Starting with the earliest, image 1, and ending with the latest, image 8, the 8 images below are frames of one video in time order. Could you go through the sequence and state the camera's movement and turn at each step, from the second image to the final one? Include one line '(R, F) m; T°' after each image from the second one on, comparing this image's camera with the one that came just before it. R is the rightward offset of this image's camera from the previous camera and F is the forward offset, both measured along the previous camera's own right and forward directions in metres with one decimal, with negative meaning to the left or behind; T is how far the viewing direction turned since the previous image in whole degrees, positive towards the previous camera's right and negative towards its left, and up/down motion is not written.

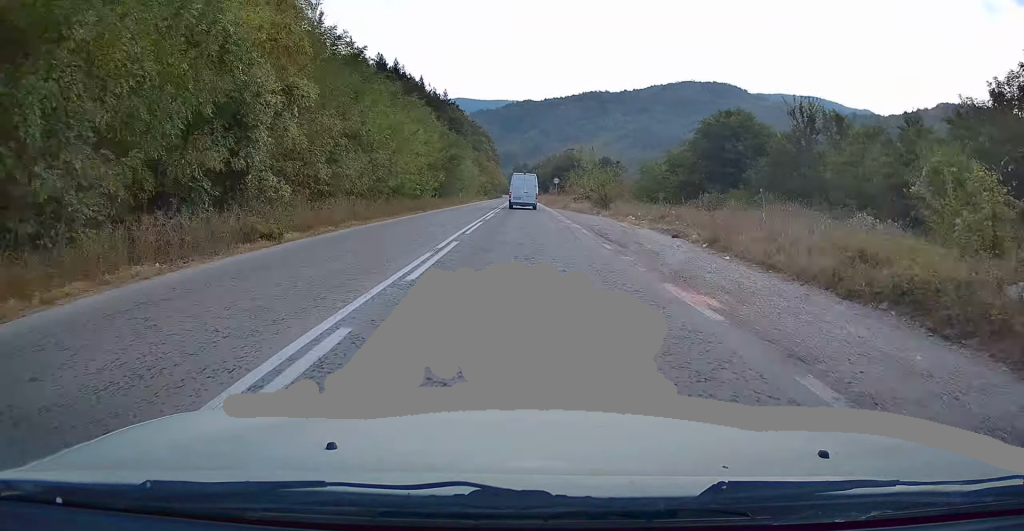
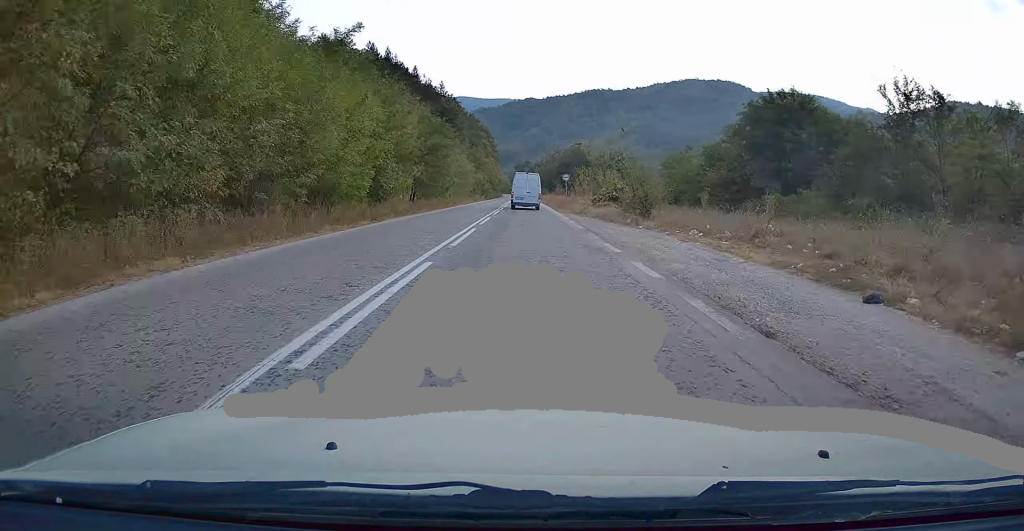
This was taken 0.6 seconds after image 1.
(-0.2, +13.2) m; 0°
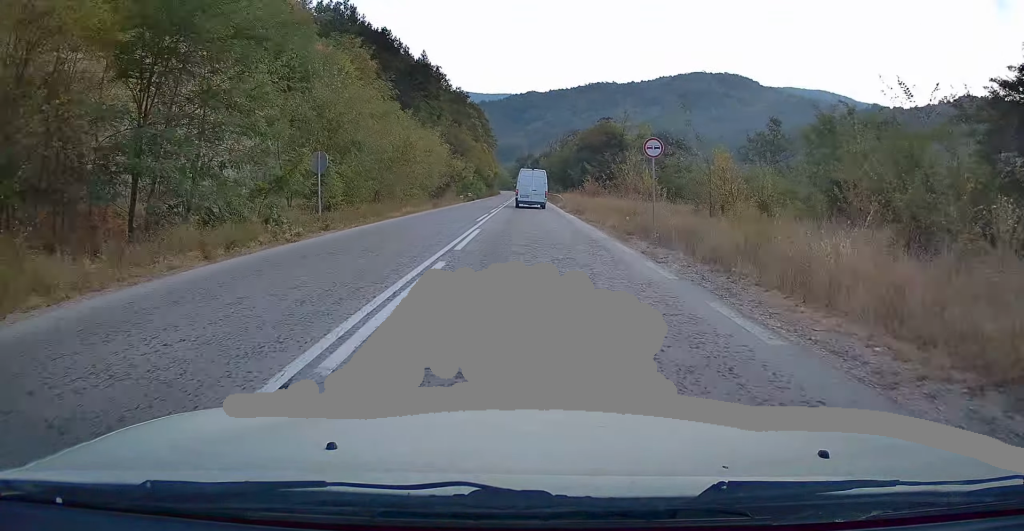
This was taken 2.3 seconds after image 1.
(+0.2, +37.0) m; 0°
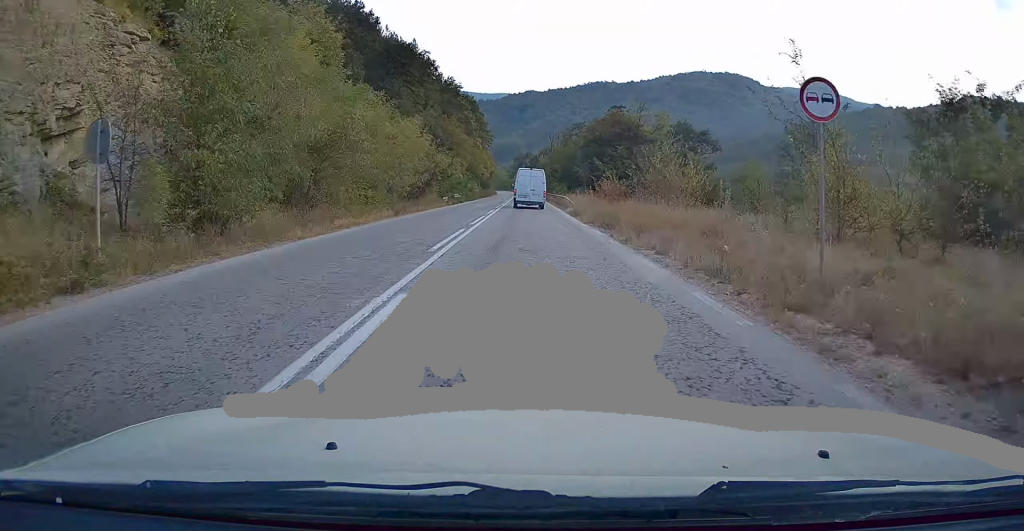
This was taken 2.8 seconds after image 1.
(0.0, +11.5) m; 0°
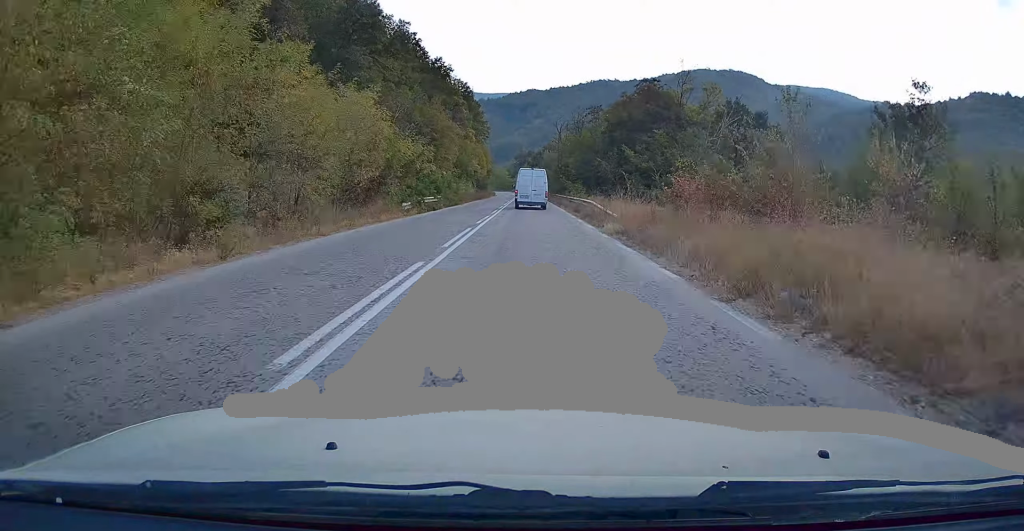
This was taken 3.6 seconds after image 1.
(0.0, +16.9) m; 0°
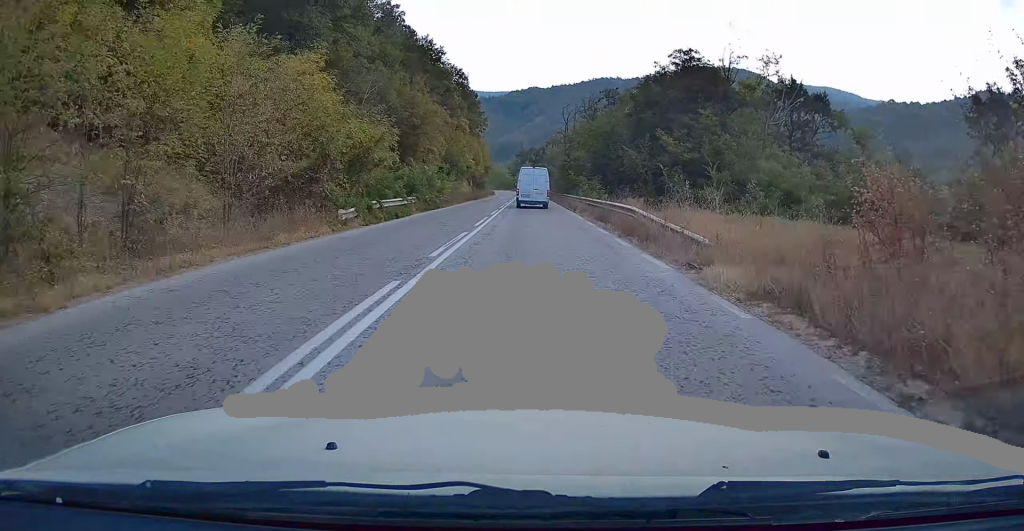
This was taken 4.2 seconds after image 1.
(0.0, +11.2) m; 0°
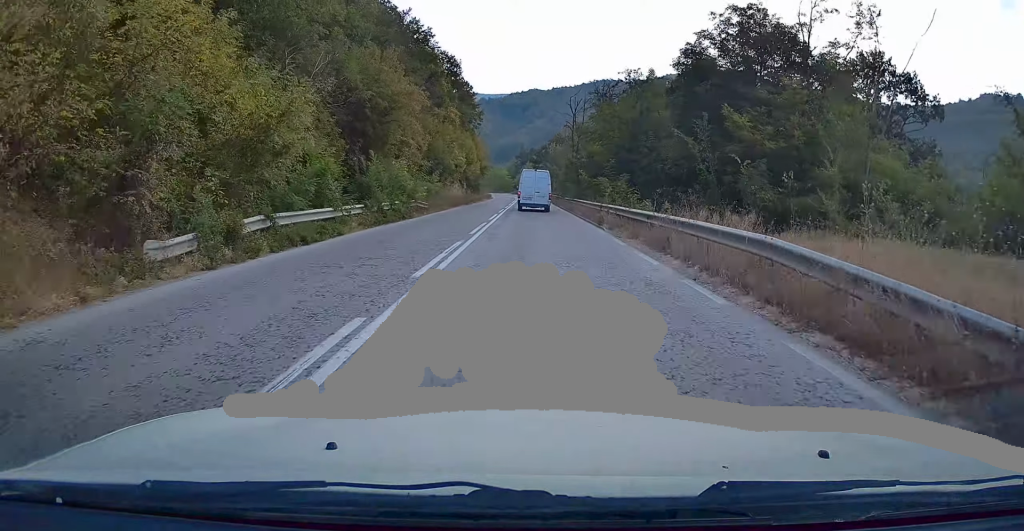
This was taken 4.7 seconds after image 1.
(0.0, +11.2) m; 0°
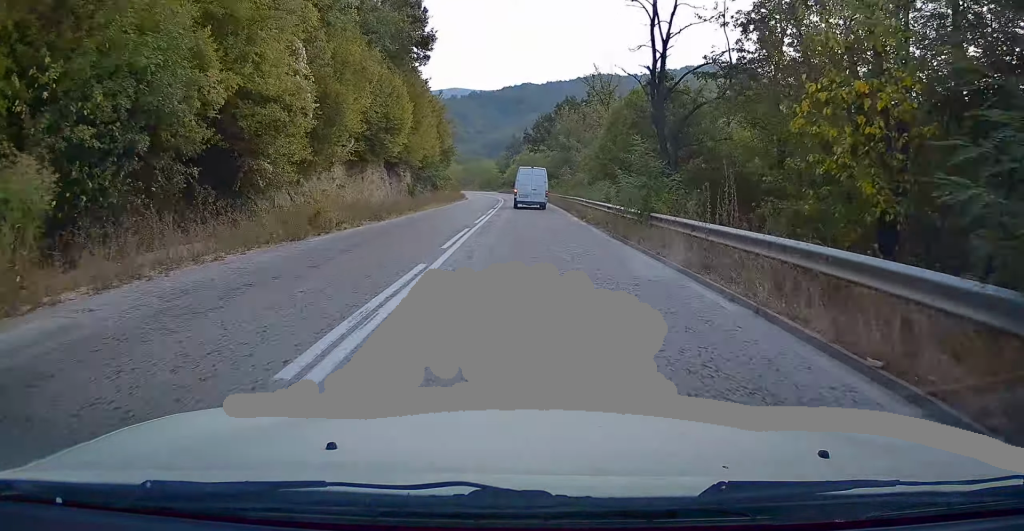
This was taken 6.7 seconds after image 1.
(+0.2, +41.3) m; 0°
